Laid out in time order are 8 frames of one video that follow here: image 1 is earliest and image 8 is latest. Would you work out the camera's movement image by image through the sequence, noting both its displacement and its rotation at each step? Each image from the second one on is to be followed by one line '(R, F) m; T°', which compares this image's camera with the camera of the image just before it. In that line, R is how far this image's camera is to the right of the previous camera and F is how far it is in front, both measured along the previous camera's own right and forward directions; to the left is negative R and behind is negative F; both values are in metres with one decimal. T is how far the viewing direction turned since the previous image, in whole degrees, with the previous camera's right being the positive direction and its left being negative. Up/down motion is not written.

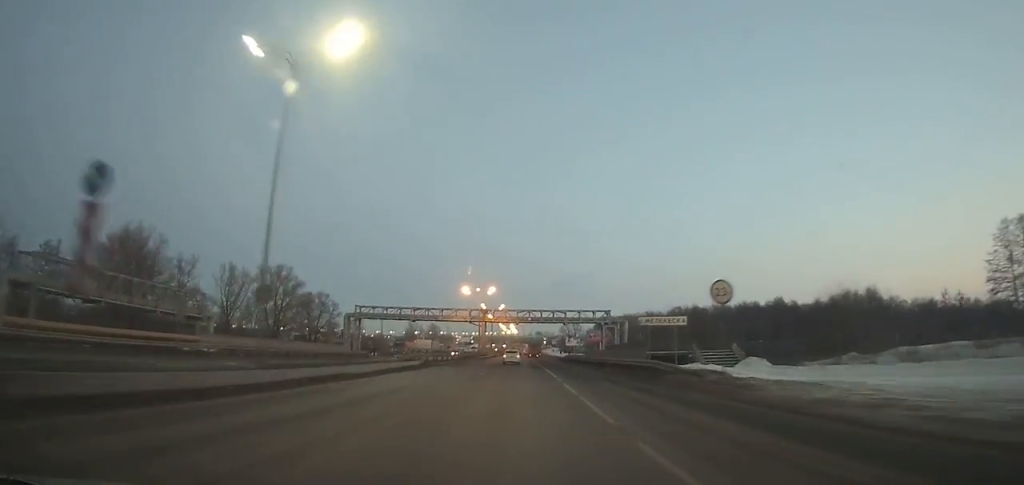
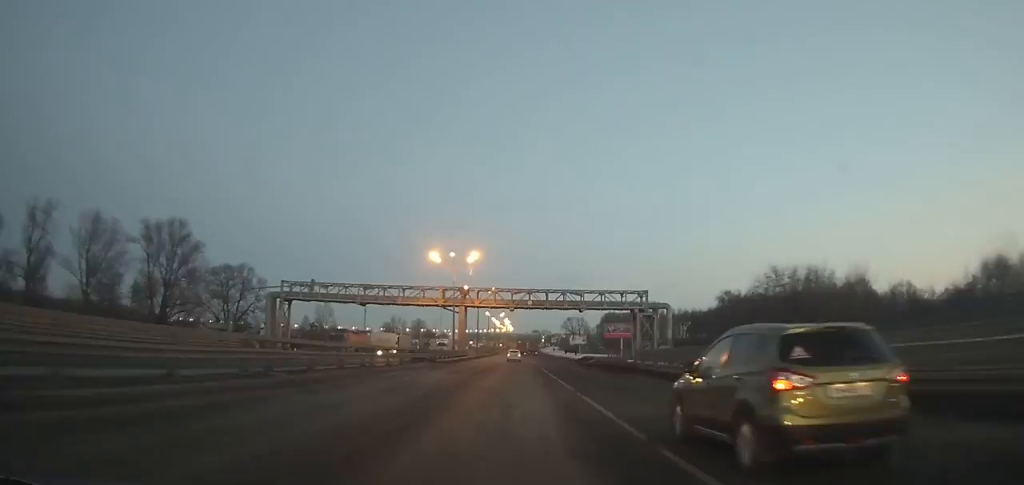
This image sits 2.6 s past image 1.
(+0.1, +40.0) m; 0°
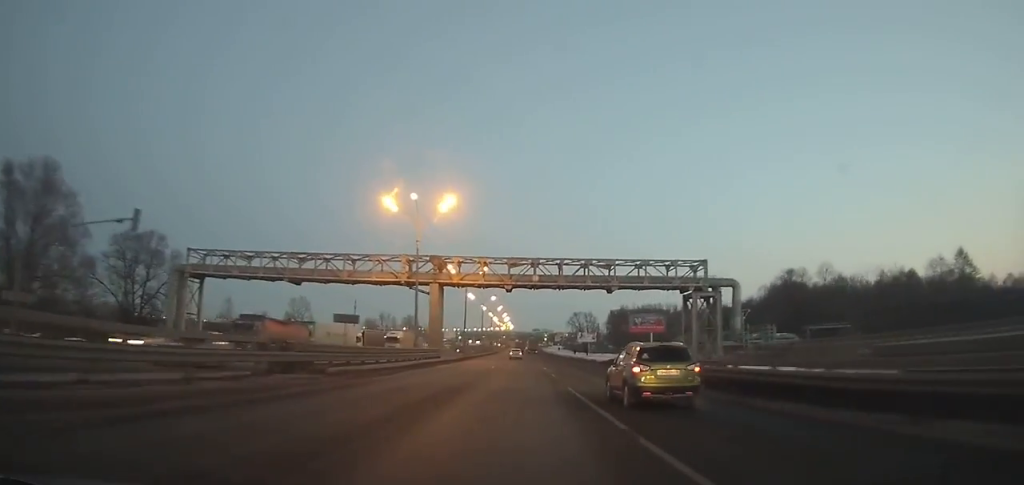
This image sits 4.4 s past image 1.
(0.0, +28.5) m; 0°
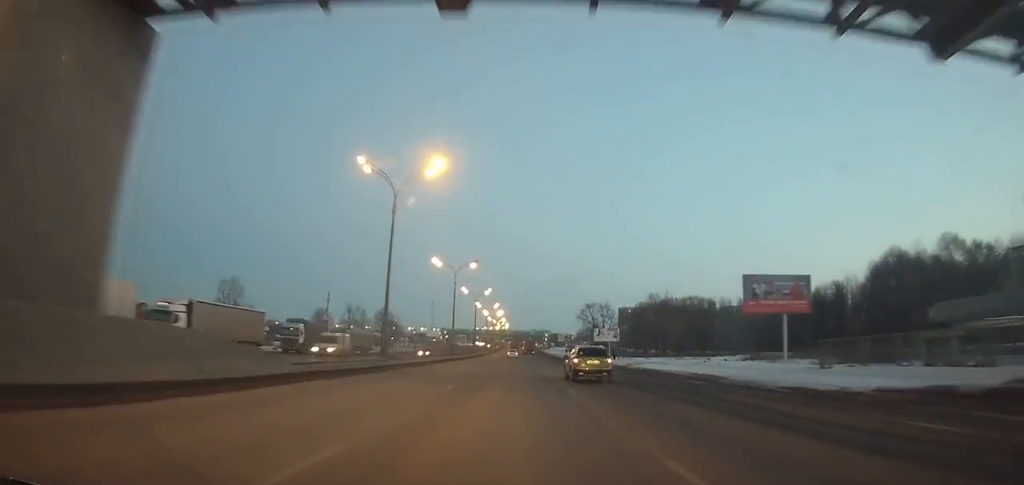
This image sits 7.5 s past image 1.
(+0.1, +50.1) m; 0°
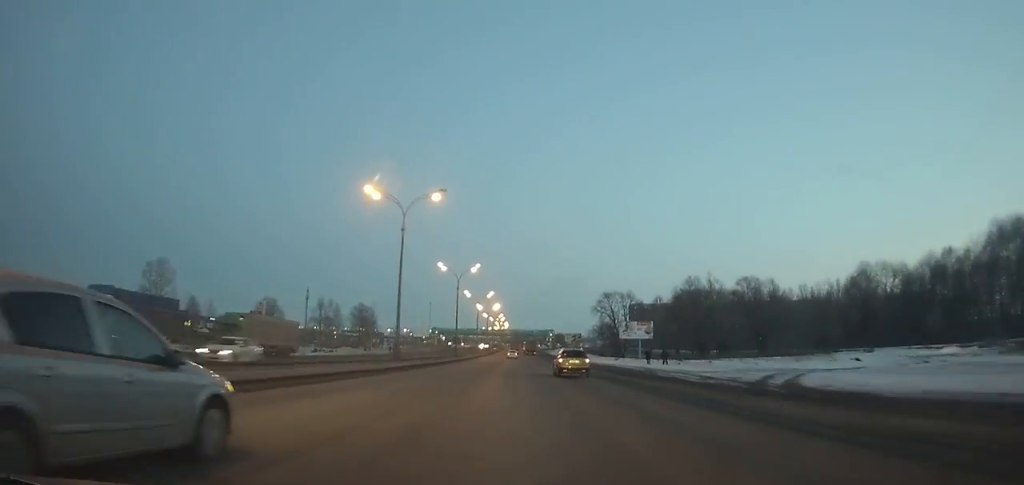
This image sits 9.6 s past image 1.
(-0.1, +34.3) m; 0°
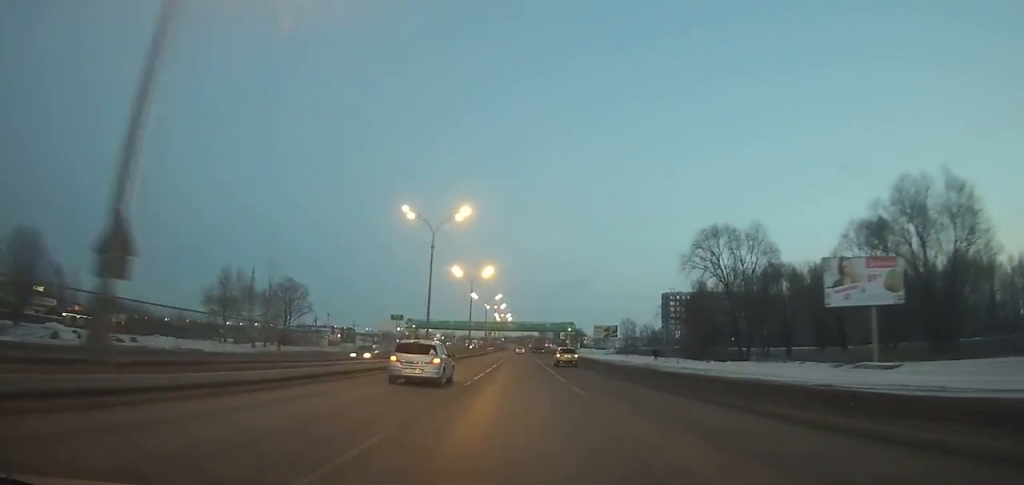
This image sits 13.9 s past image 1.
(-0.2, +70.5) m; 0°
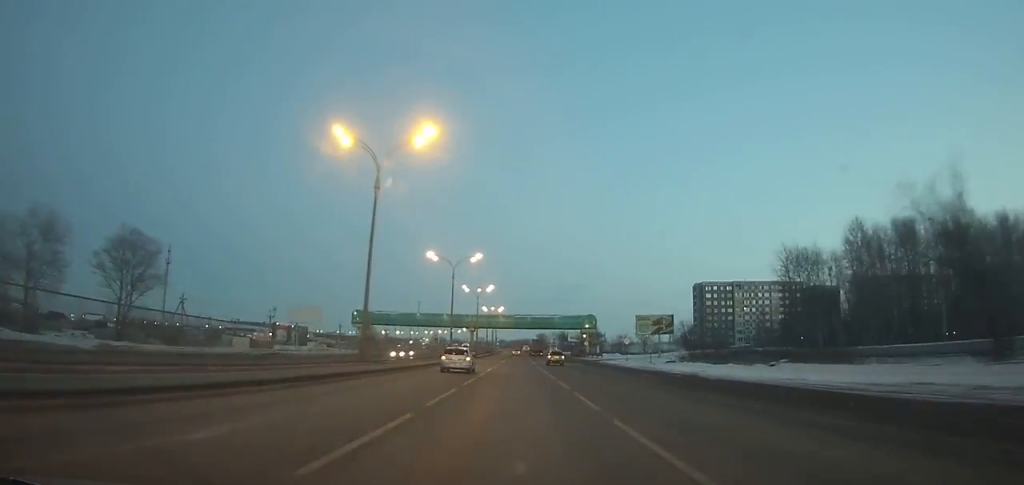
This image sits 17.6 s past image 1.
(+0.4, +60.1) m; 0°
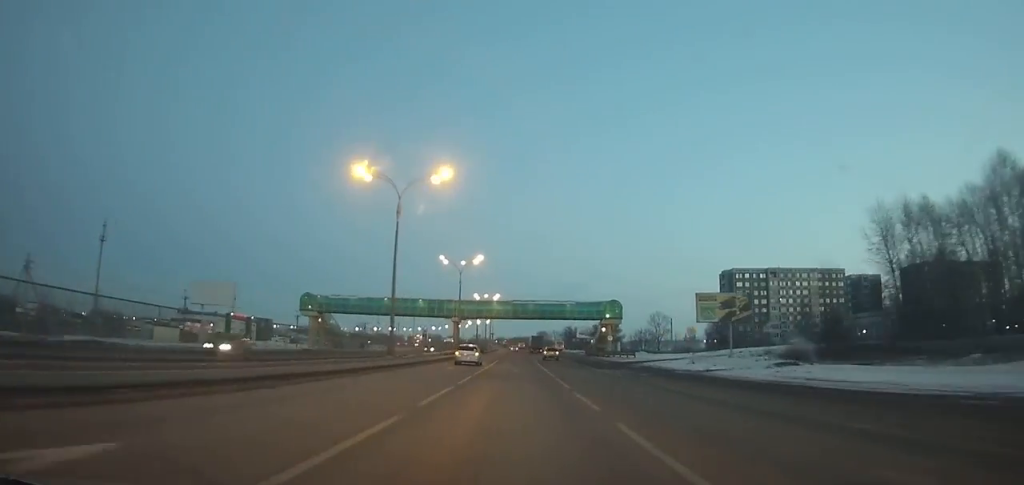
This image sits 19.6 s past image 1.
(-0.1, +32.2) m; 0°
